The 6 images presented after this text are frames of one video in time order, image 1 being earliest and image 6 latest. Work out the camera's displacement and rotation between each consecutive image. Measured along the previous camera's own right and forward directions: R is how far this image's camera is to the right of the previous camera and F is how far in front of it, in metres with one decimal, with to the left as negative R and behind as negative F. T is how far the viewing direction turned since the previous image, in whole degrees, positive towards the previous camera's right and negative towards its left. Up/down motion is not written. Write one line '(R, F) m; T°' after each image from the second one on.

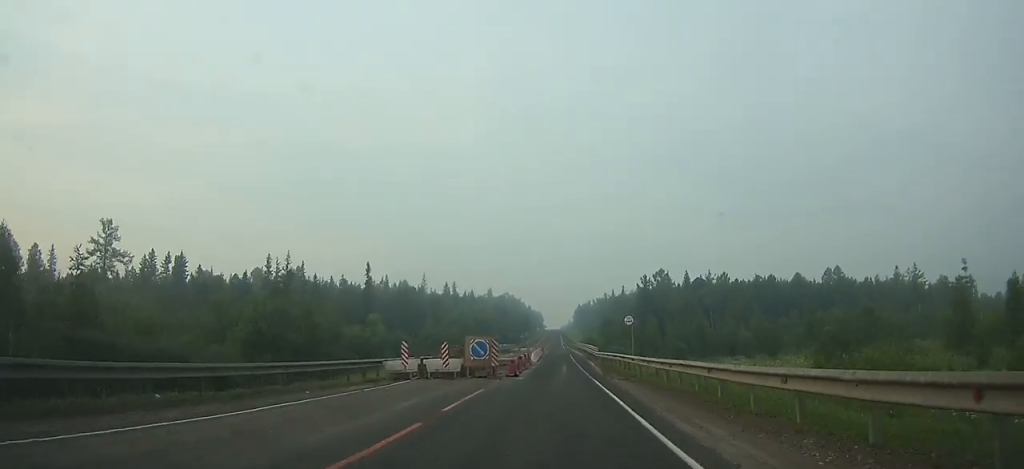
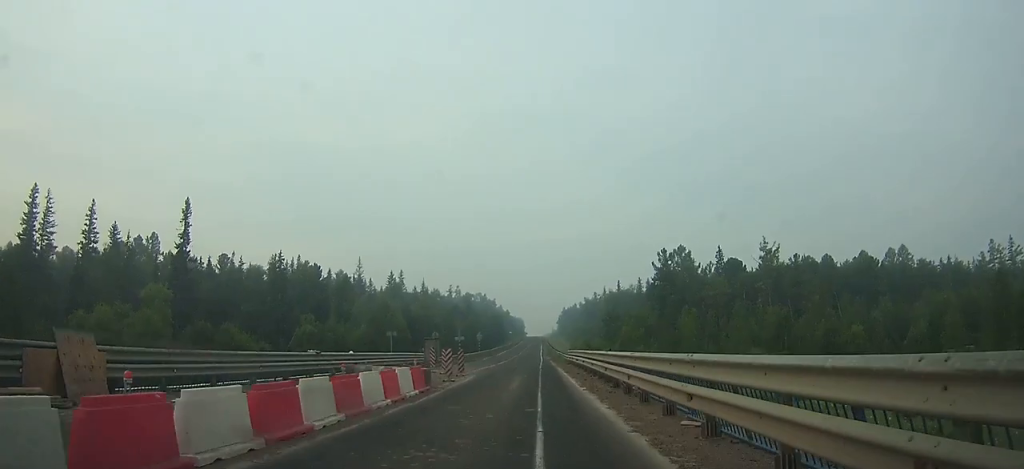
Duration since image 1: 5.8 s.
(+0.4, +55.9) m; 0°
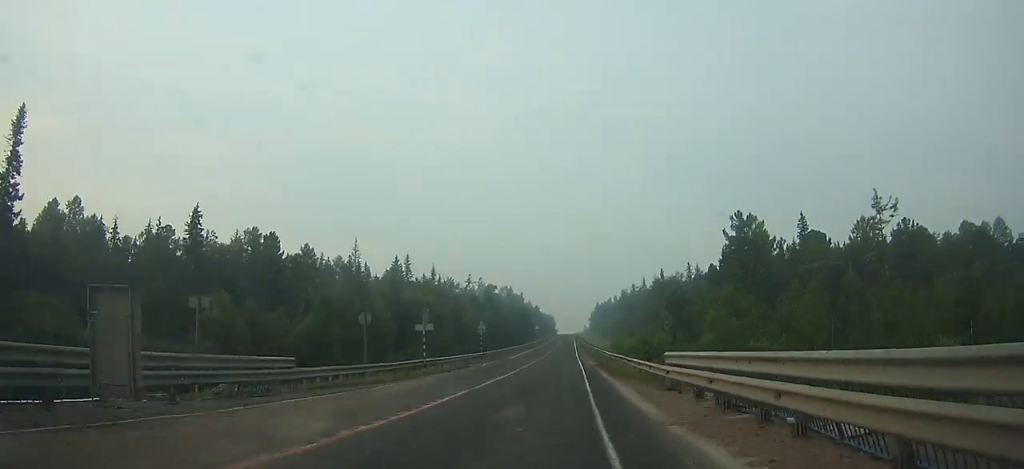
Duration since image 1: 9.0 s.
(-0.4, +36.0) m; -1°
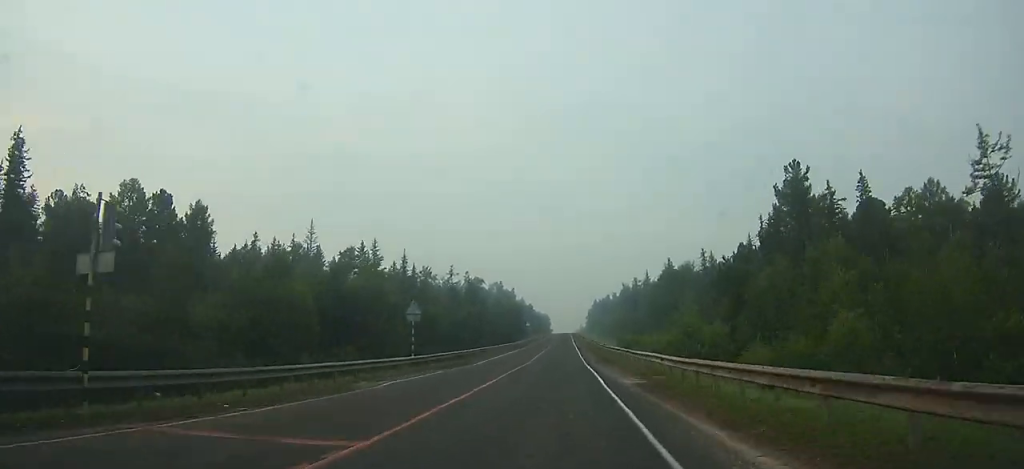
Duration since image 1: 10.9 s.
(-0.1, +23.7) m; 0°
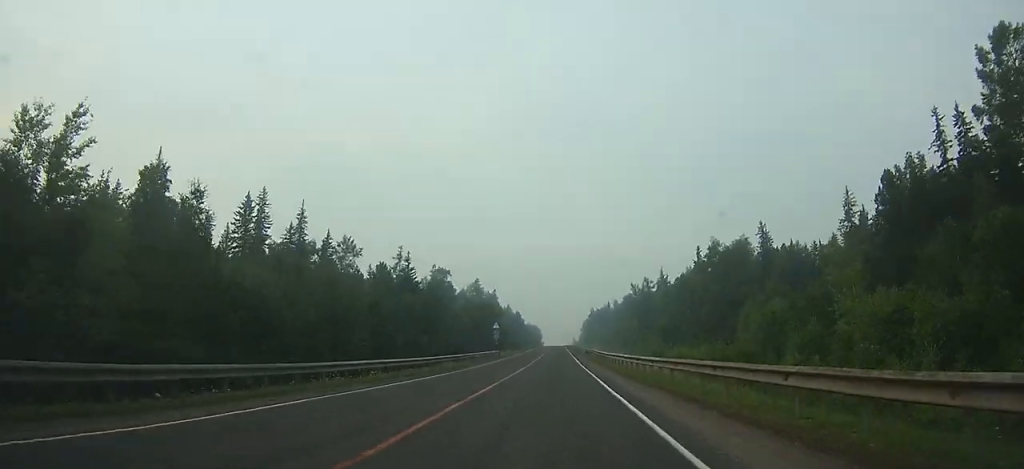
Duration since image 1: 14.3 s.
(+0.1, +50.8) m; 0°
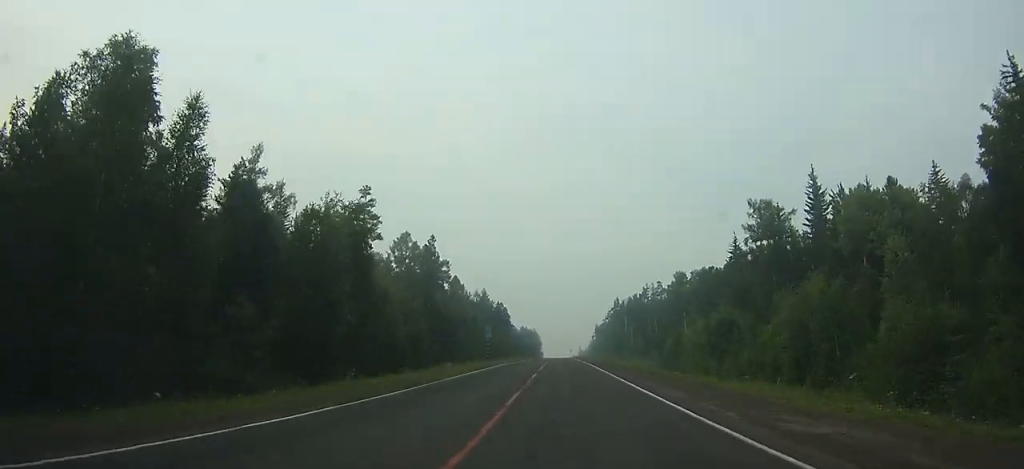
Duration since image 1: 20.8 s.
(-0.1, +119.6) m; 0°
